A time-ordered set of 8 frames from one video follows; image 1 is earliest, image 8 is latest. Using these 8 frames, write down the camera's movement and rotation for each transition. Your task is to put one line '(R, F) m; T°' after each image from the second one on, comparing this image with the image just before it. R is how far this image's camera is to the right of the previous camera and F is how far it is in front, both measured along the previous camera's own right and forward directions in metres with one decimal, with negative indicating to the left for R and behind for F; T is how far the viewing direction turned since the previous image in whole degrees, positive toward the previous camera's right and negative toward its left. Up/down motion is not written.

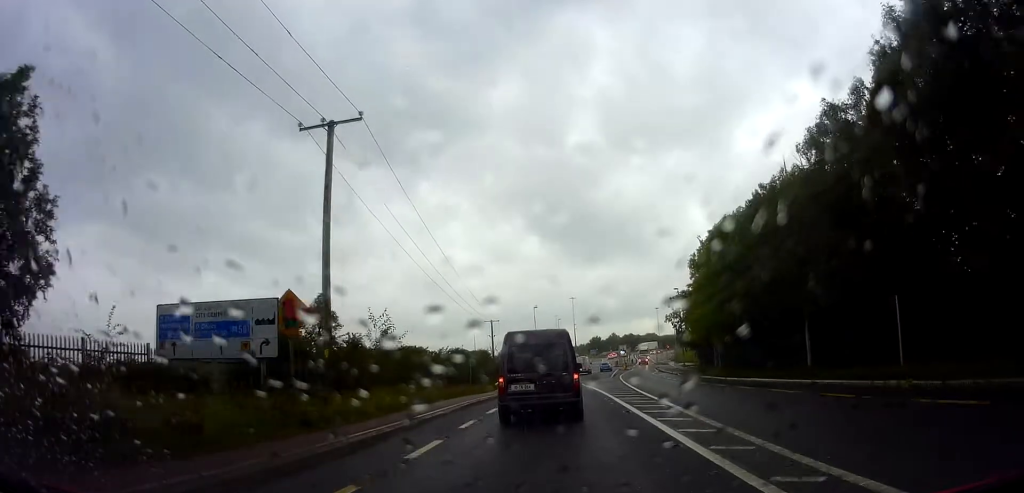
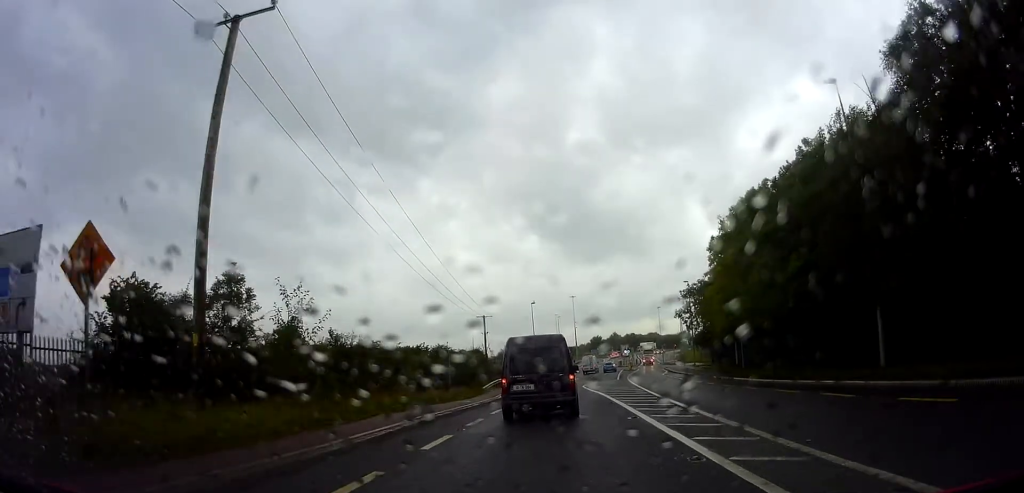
(0.0, +7.2) m; 0°
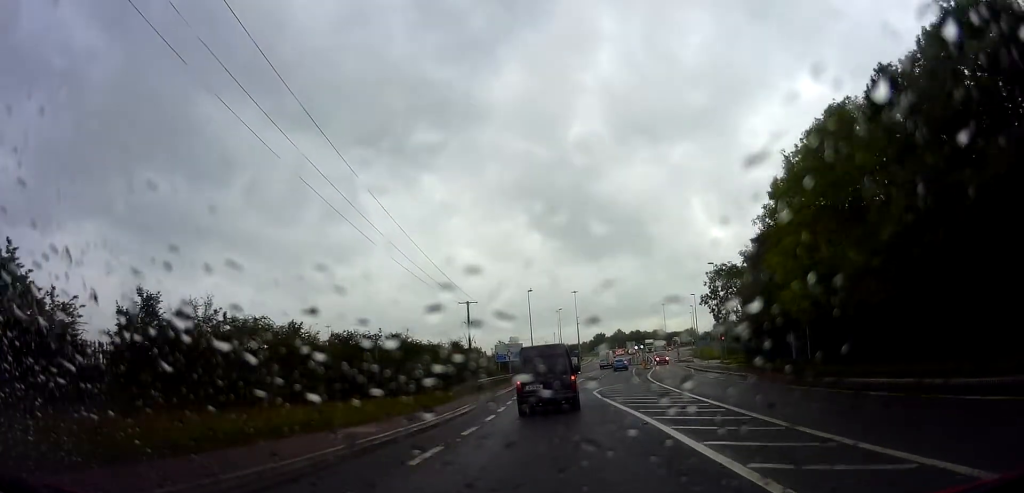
(0.0, +12.7) m; 0°
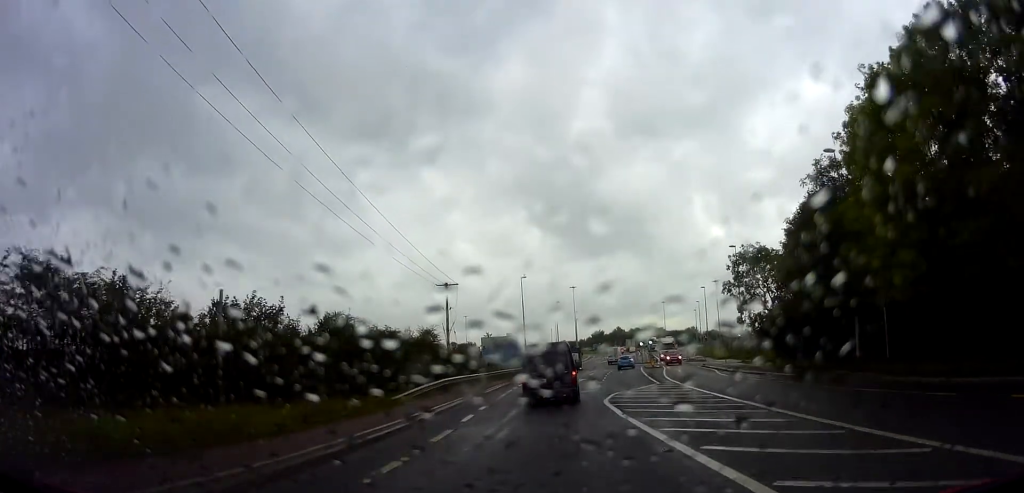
(0.0, +9.2) m; 0°
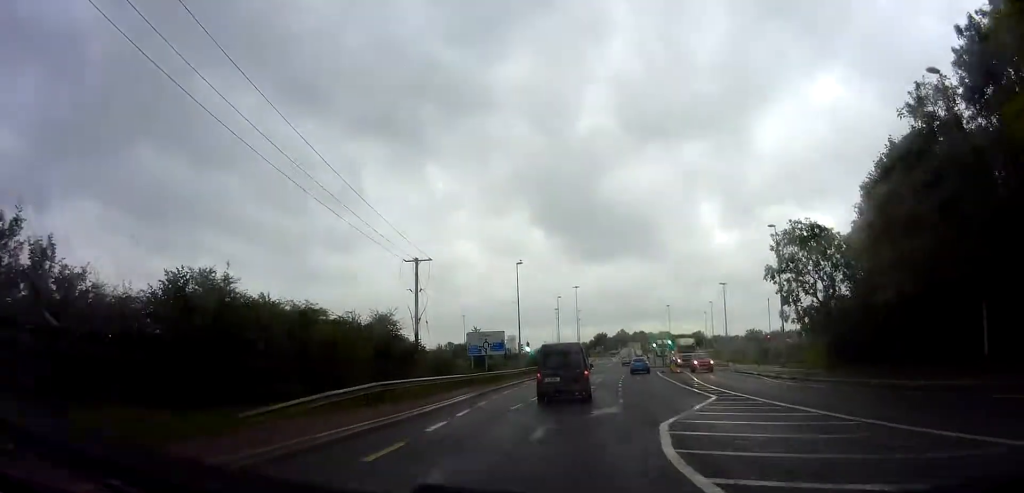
(0.0, +10.7) m; 0°
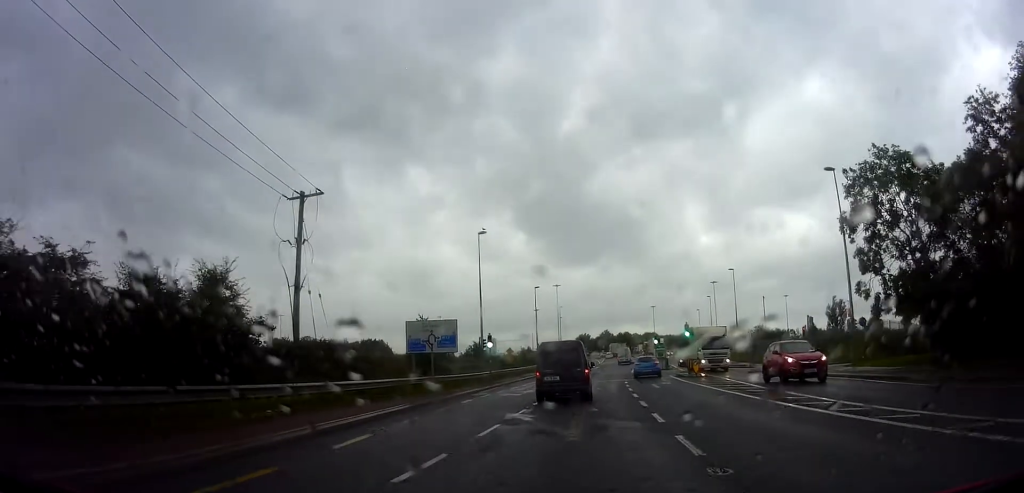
(0.0, +14.6) m; 0°
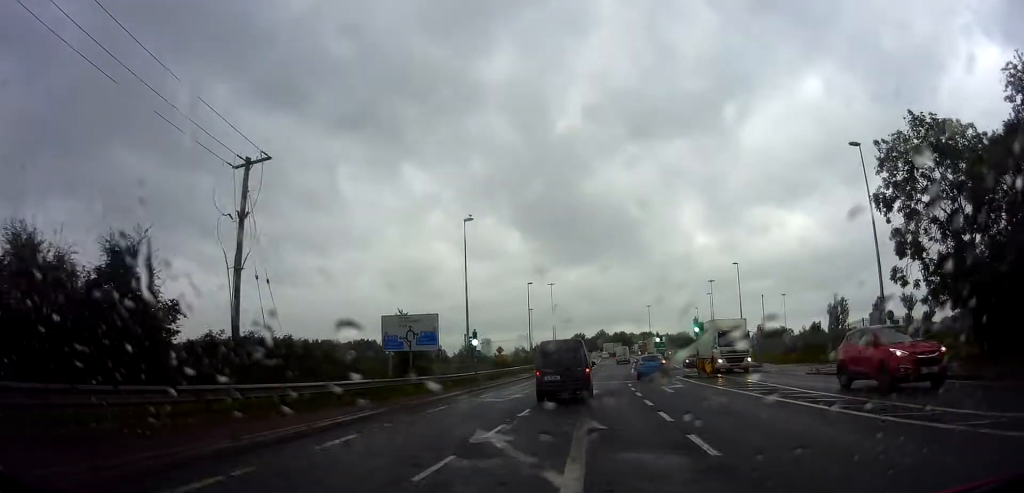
(0.0, +4.1) m; +1°
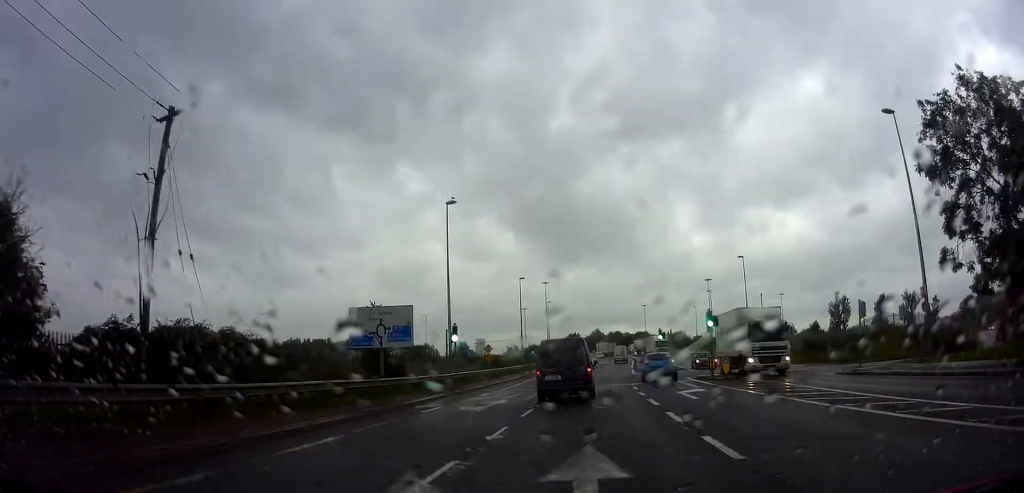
(0.0, +4.4) m; +1°
